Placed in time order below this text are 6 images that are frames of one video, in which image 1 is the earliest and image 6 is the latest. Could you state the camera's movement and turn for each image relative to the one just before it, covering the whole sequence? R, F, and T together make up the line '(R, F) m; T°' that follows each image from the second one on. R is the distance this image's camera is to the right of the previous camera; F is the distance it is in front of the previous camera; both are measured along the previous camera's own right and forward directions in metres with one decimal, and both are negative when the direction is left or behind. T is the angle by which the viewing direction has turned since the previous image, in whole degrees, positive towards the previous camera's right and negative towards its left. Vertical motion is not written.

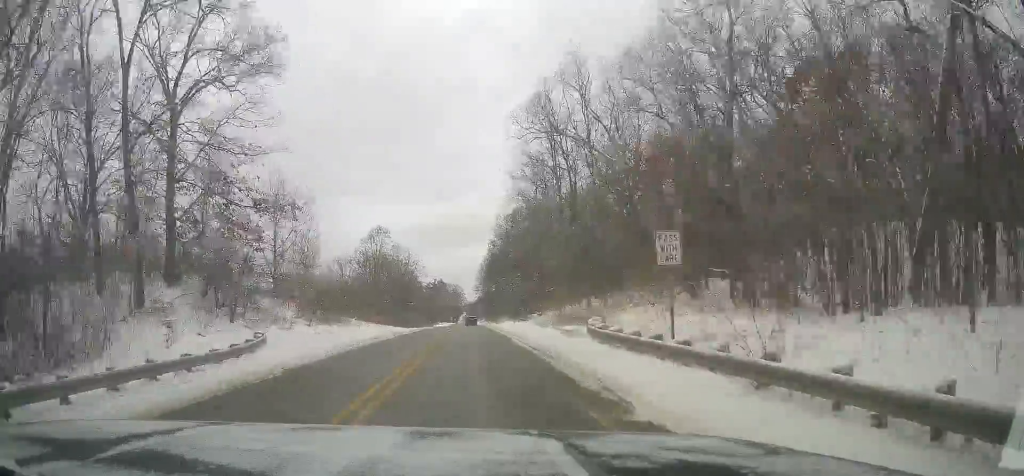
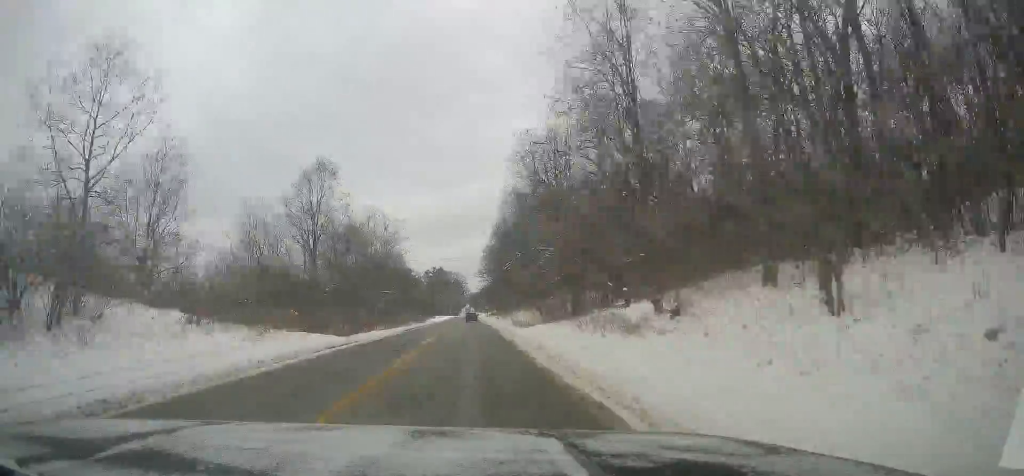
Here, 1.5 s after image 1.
(+0.8, +37.0) m; +1°
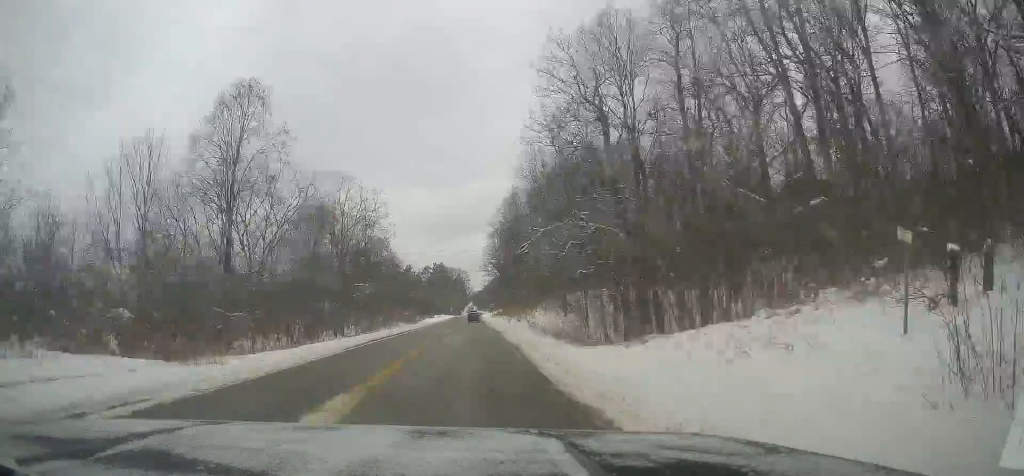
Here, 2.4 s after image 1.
(0.0, +20.2) m; 0°
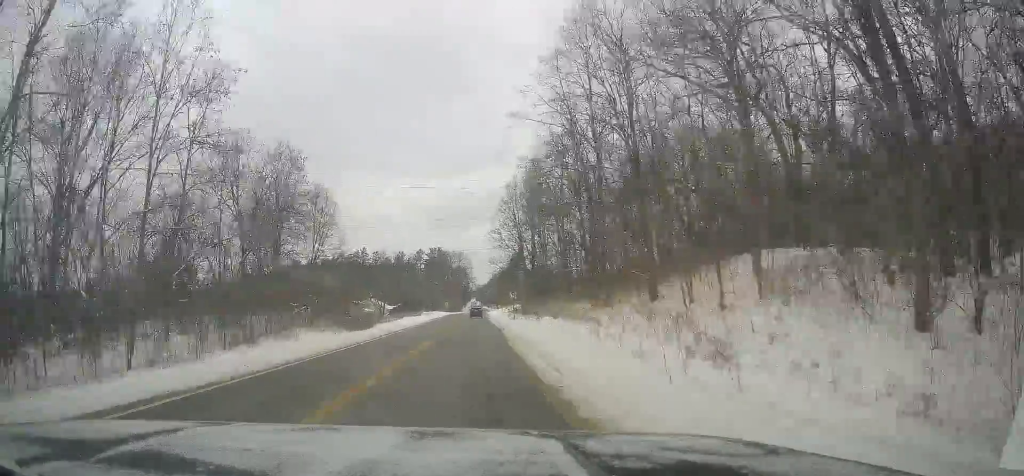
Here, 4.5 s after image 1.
(-0.8, +51.7) m; -1°
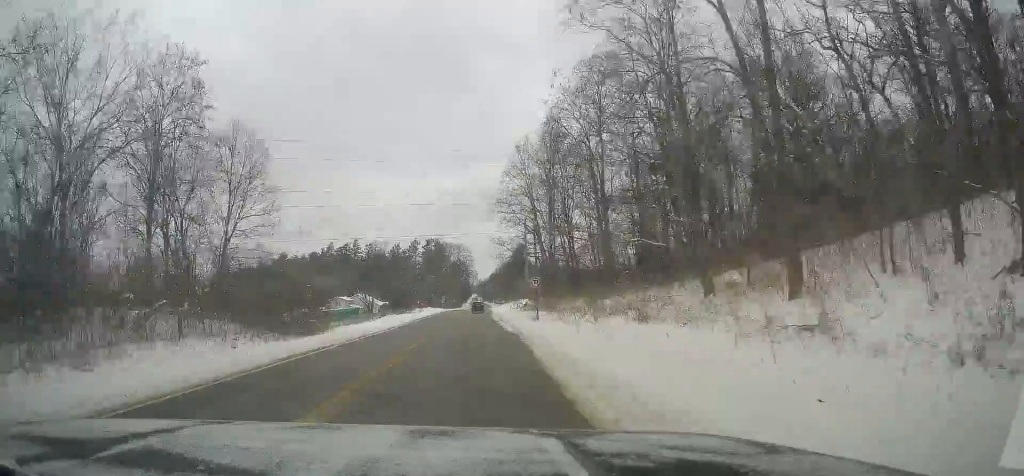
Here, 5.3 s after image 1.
(+0.2, +20.2) m; +1°
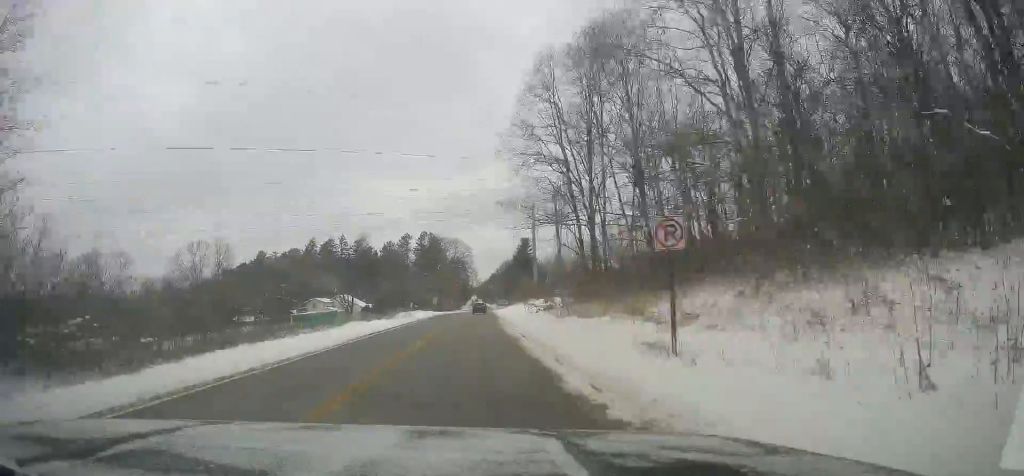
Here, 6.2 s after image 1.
(+0.1, +24.6) m; -1°
